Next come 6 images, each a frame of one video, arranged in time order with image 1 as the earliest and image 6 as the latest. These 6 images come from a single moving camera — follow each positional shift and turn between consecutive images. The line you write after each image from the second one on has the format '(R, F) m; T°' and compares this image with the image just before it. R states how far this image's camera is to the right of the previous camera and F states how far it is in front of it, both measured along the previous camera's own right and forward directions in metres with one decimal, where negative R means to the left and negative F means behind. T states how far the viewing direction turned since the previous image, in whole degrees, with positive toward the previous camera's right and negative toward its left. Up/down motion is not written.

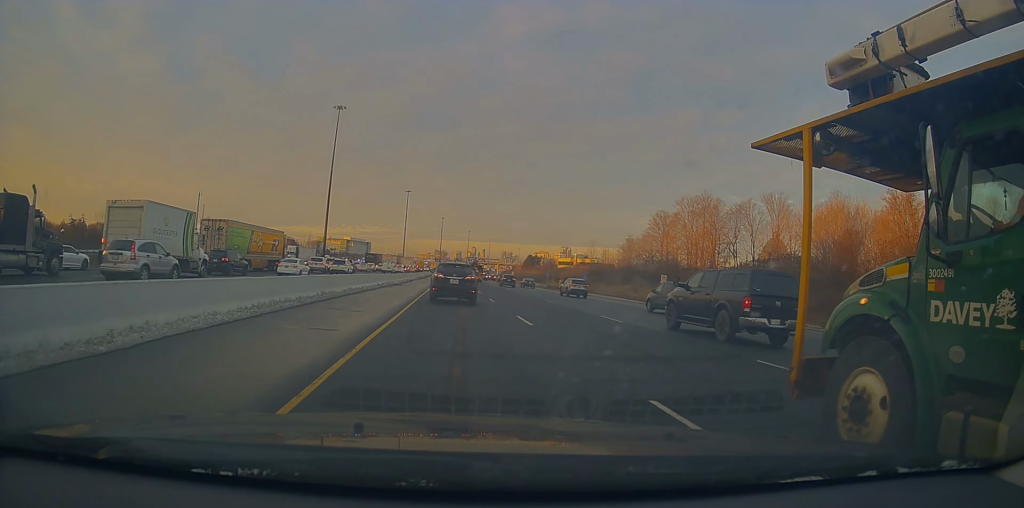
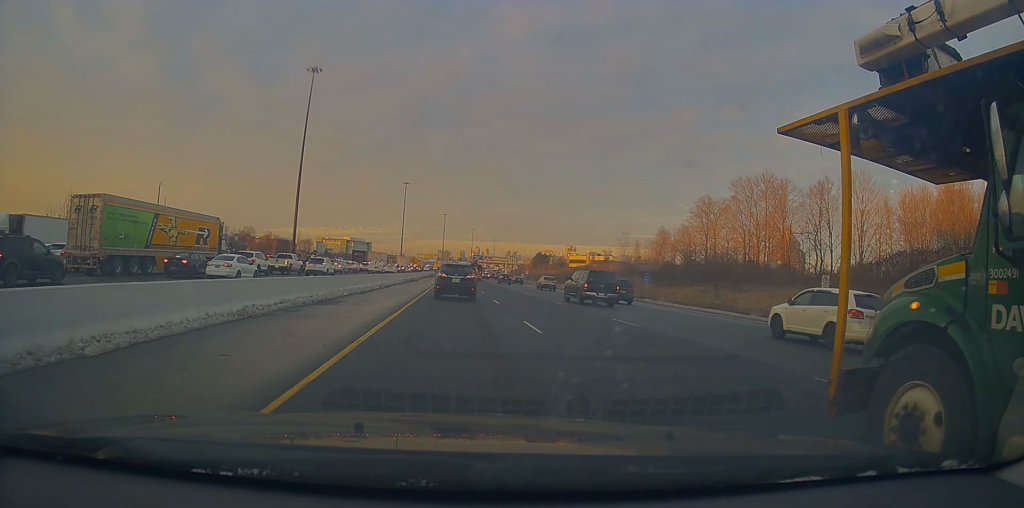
(+0.1, +25.2) m; 0°
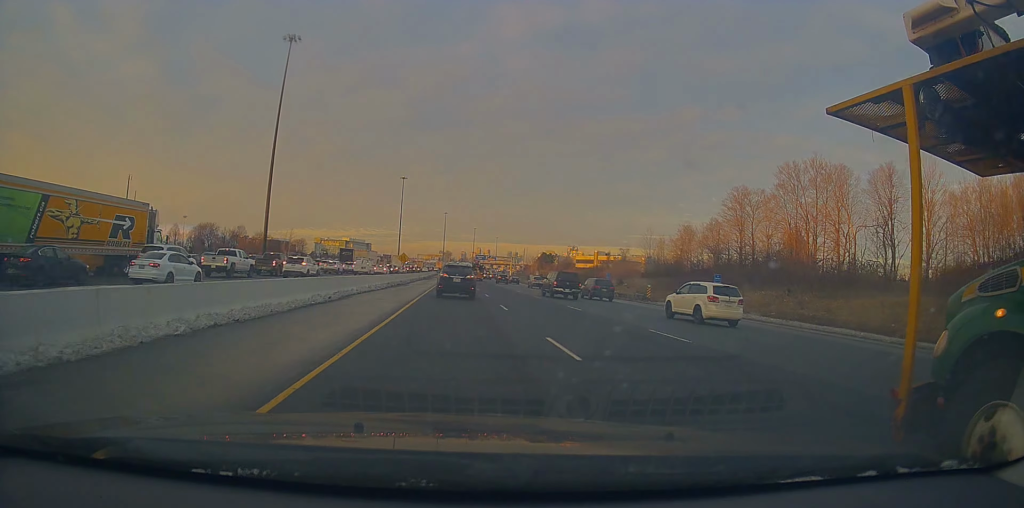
(-0.1, +15.9) m; -1°
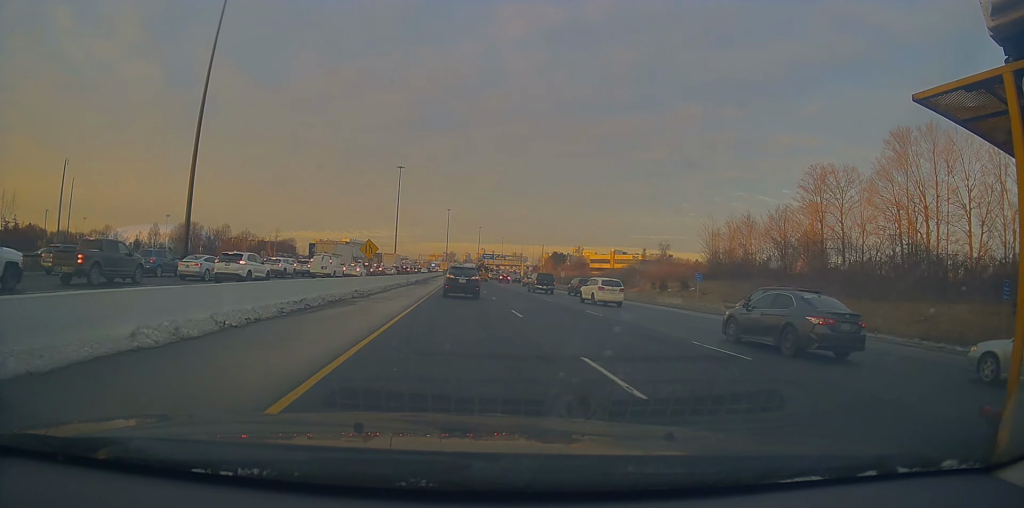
(+0.4, +26.8) m; 0°
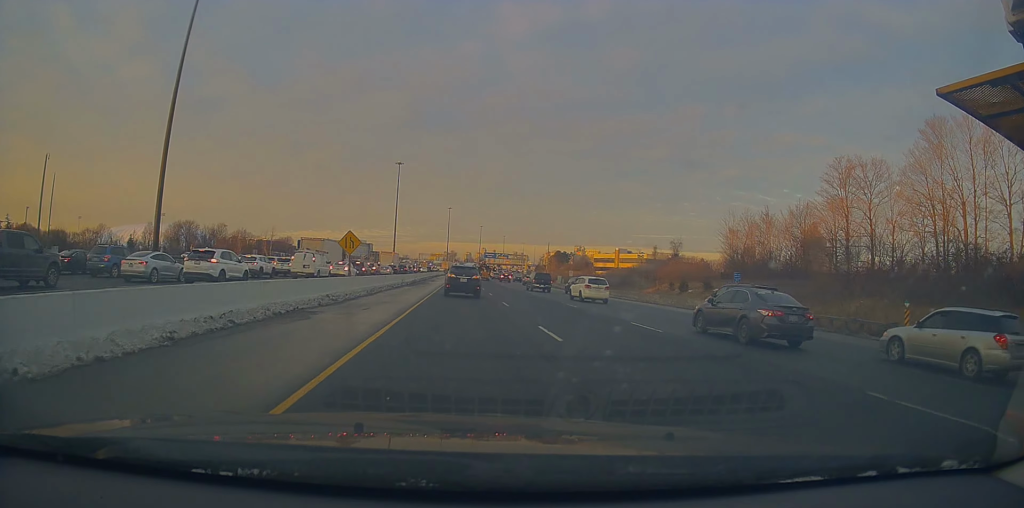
(-0.1, +6.6) m; 0°
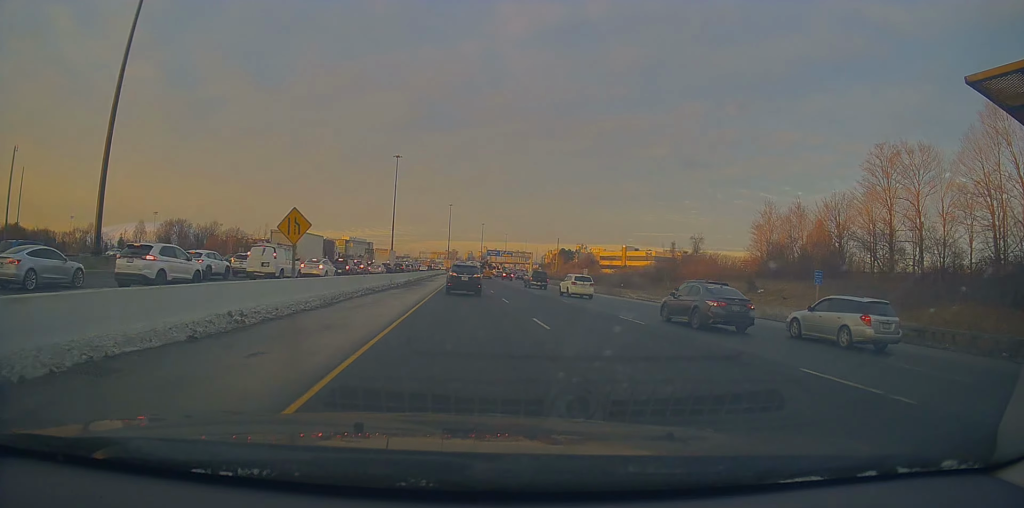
(-0.1, +10.0) m; +1°
